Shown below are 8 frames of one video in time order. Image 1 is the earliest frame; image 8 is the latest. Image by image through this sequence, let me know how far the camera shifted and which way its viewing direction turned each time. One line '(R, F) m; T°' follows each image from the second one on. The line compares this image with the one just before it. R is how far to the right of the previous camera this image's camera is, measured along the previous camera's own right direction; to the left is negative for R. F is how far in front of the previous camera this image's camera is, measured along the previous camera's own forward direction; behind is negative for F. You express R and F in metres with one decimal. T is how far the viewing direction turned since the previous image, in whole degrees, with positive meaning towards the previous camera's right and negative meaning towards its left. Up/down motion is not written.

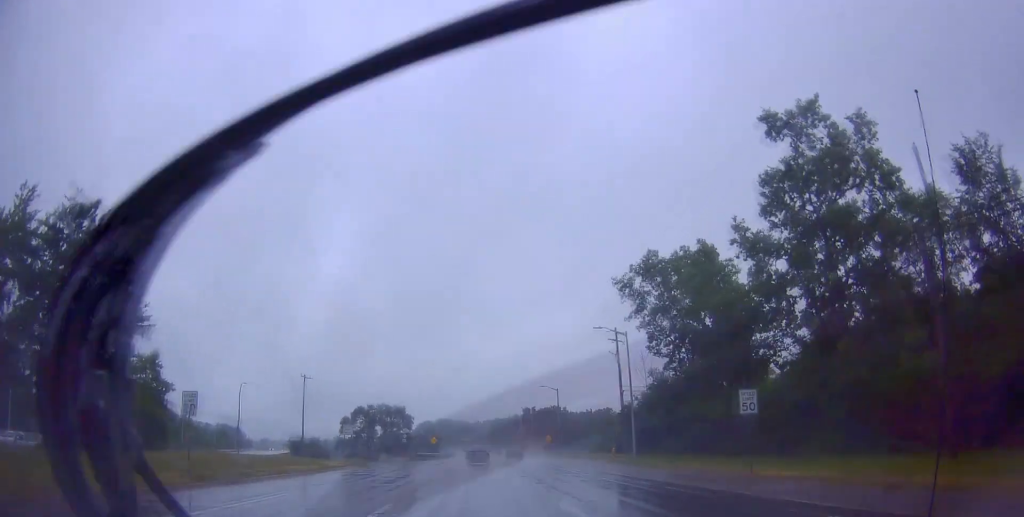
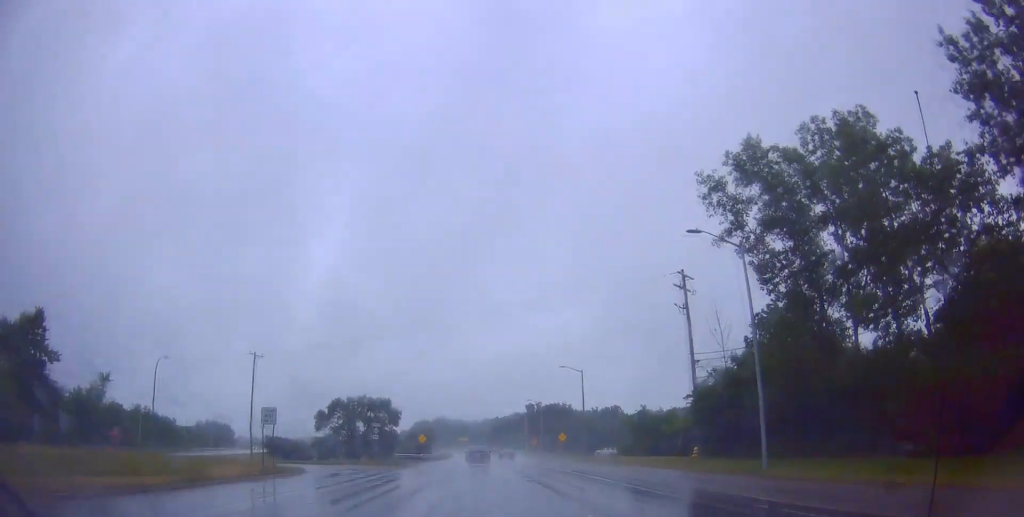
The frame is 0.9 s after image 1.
(-0.3, +19.2) m; -1°
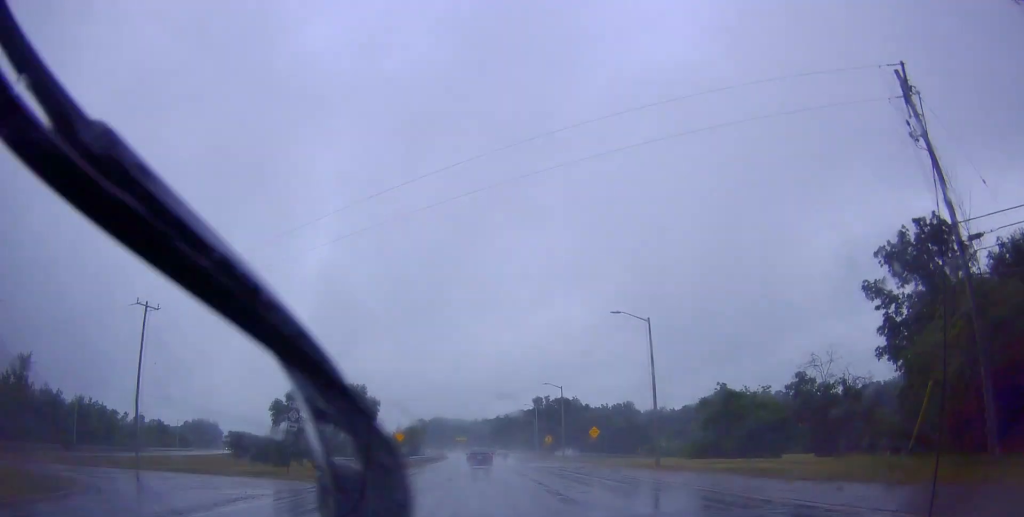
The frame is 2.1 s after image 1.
(-0.2, +23.7) m; 0°
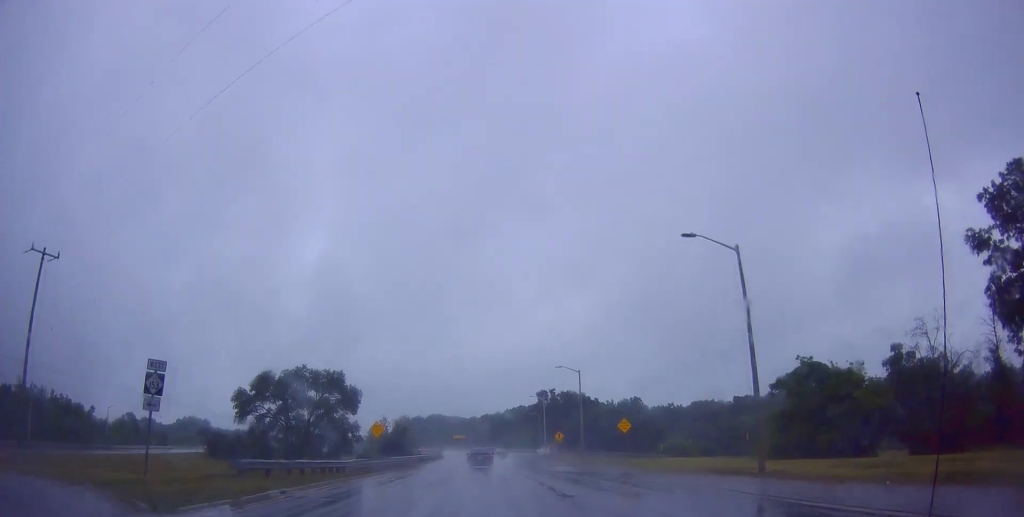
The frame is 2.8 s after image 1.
(+0.1, +13.6) m; +1°
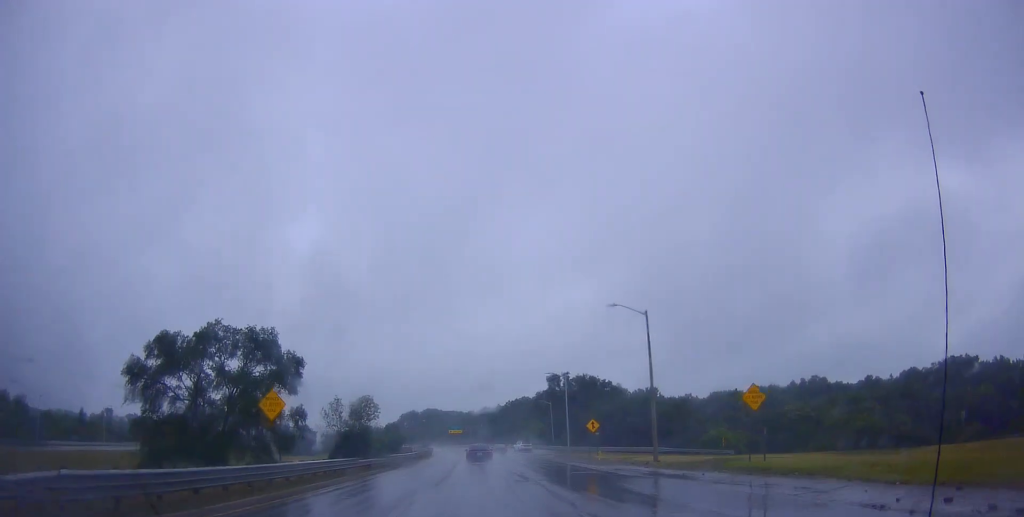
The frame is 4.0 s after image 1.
(+0.6, +25.3) m; +1°
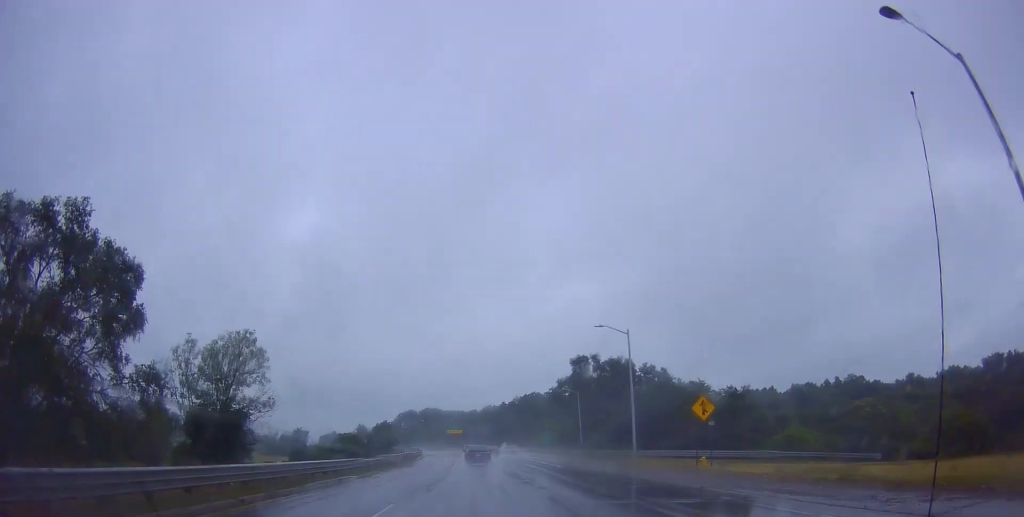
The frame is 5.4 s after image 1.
(-0.6, +28.9) m; -2°
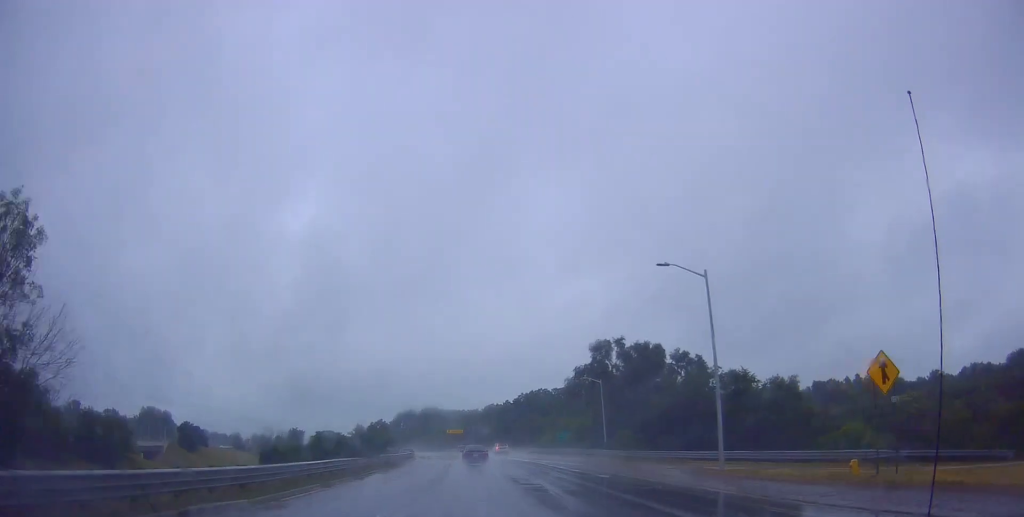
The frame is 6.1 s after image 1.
(-0.1, +15.2) m; 0°
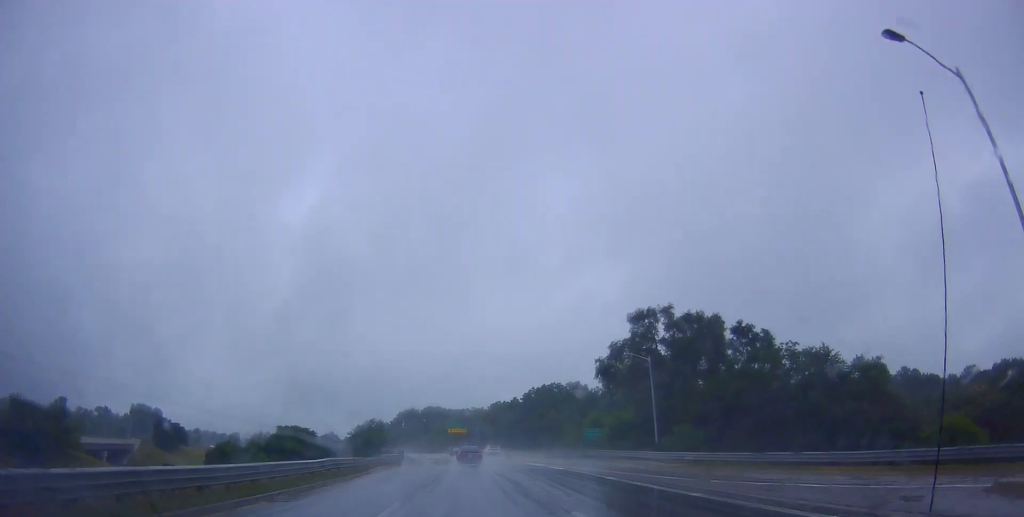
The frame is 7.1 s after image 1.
(+0.1, +18.4) m; 0°
